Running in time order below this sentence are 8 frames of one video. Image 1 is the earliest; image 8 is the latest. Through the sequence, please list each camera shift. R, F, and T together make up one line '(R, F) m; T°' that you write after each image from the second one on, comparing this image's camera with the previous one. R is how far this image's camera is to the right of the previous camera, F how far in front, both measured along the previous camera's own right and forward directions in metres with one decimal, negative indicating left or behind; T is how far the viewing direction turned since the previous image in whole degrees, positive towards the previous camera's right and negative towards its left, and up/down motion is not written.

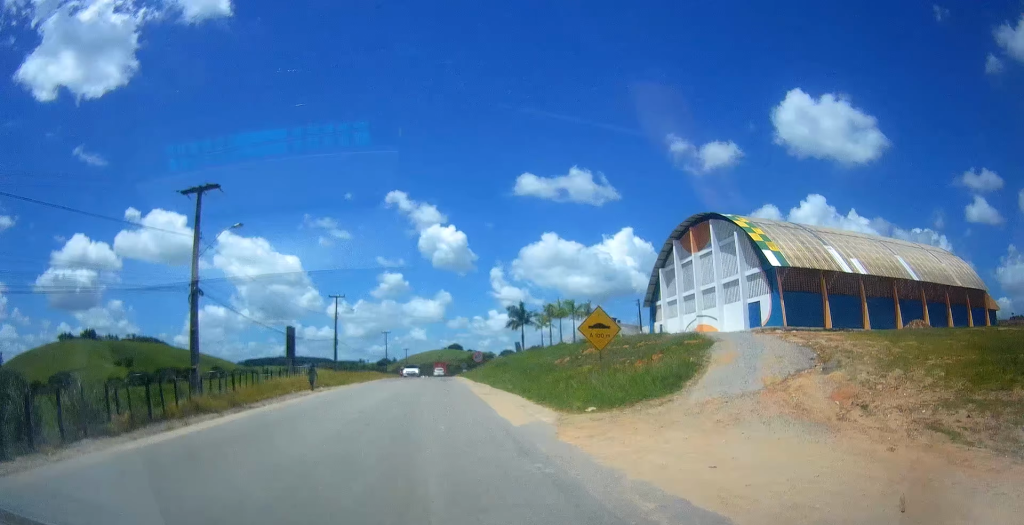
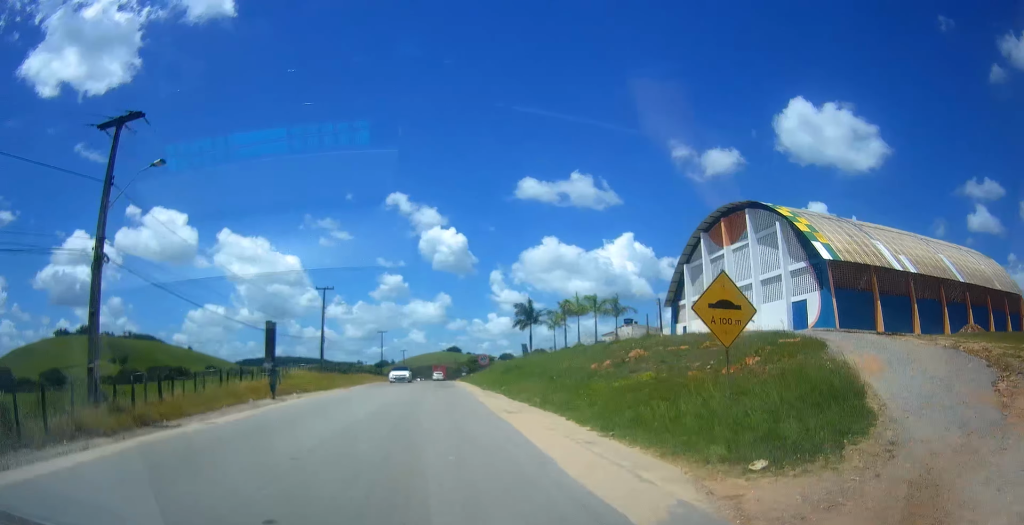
(-0.2, +7.3) m; -2°
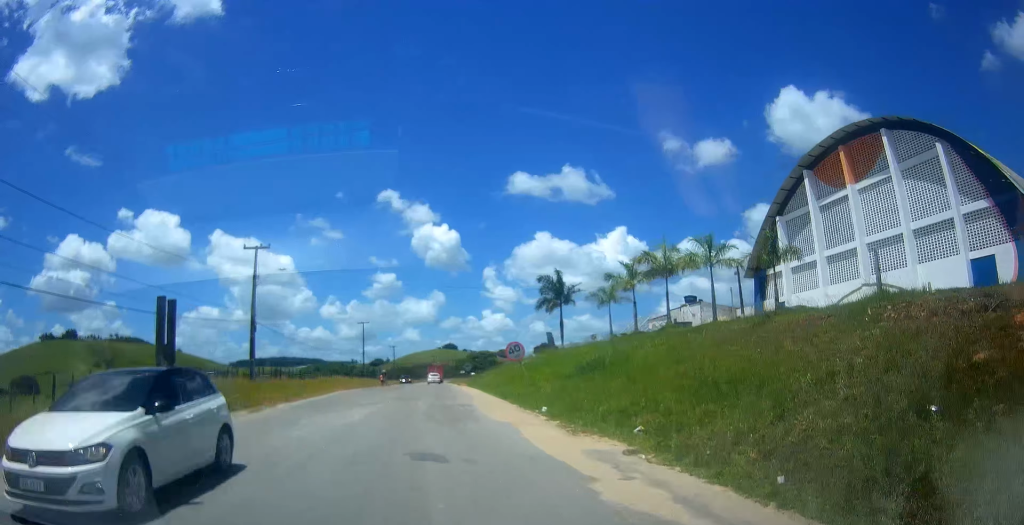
(-0.5, +20.2) m; -1°
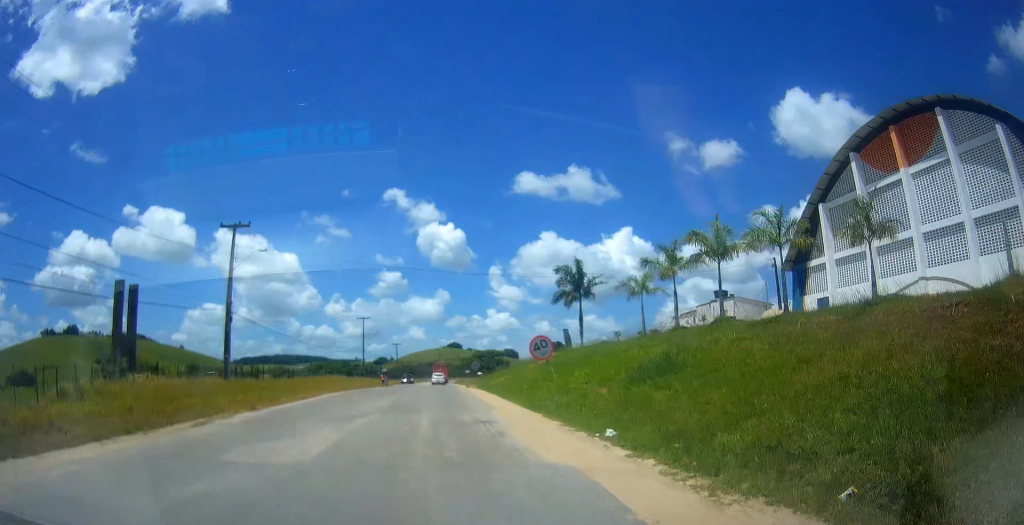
(-0.1, +5.5) m; 0°
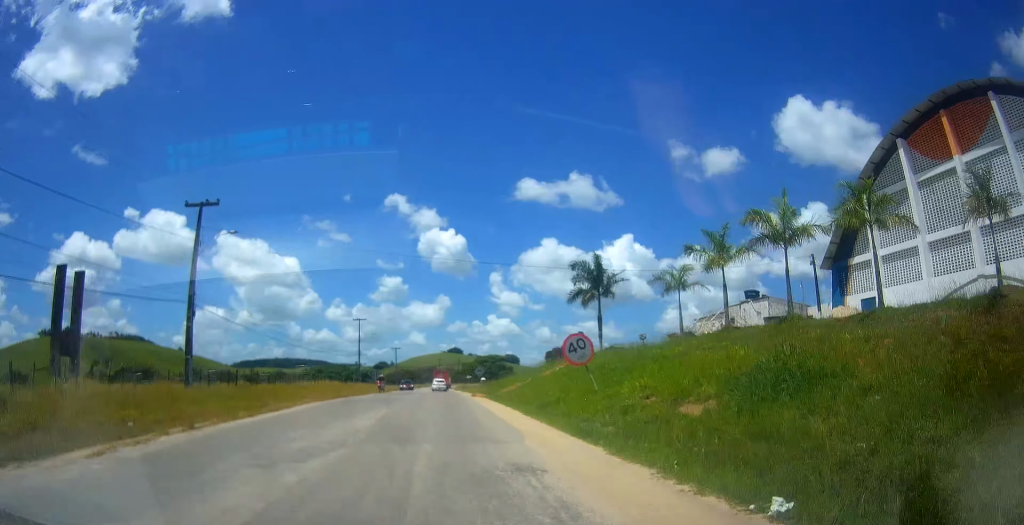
(+0.1, +5.8) m; +1°
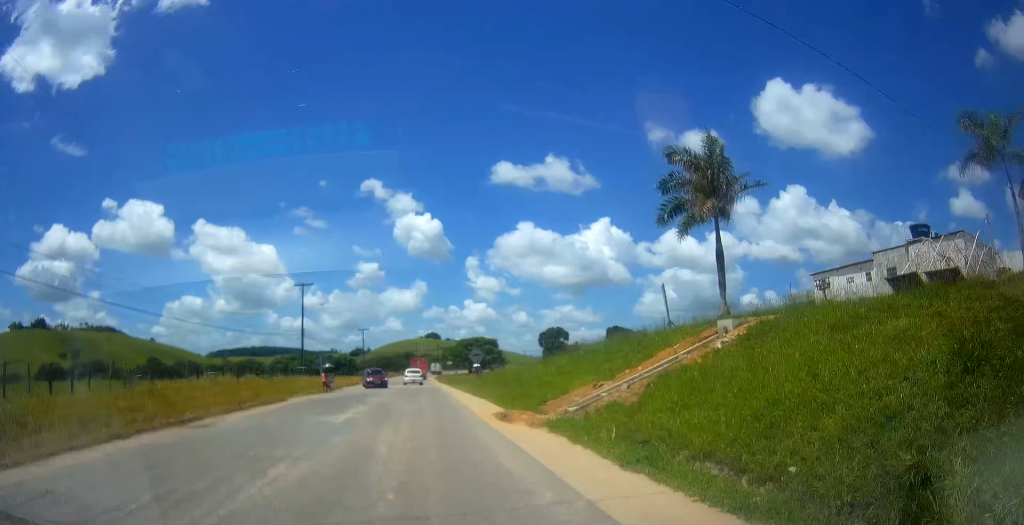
(0.0, +23.9) m; 0°
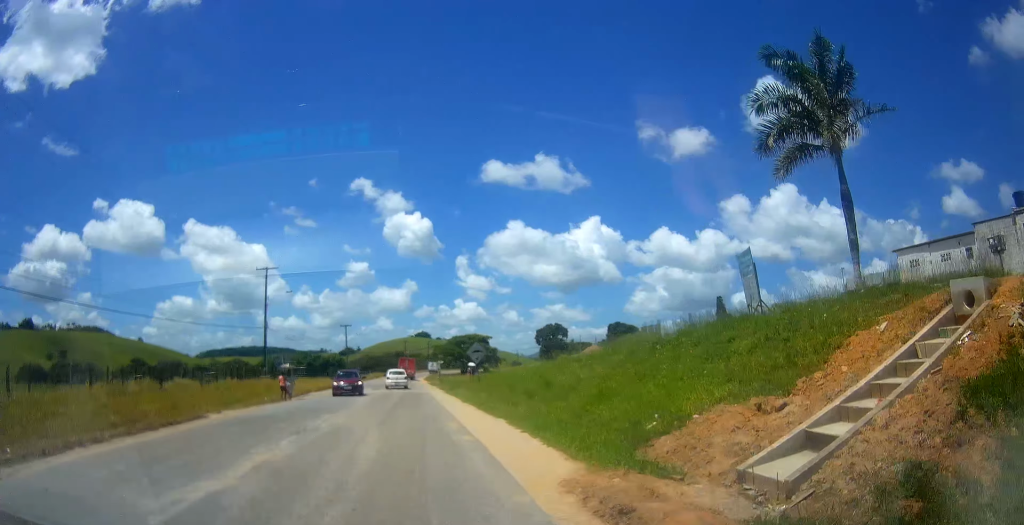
(+0.1, +10.3) m; 0°
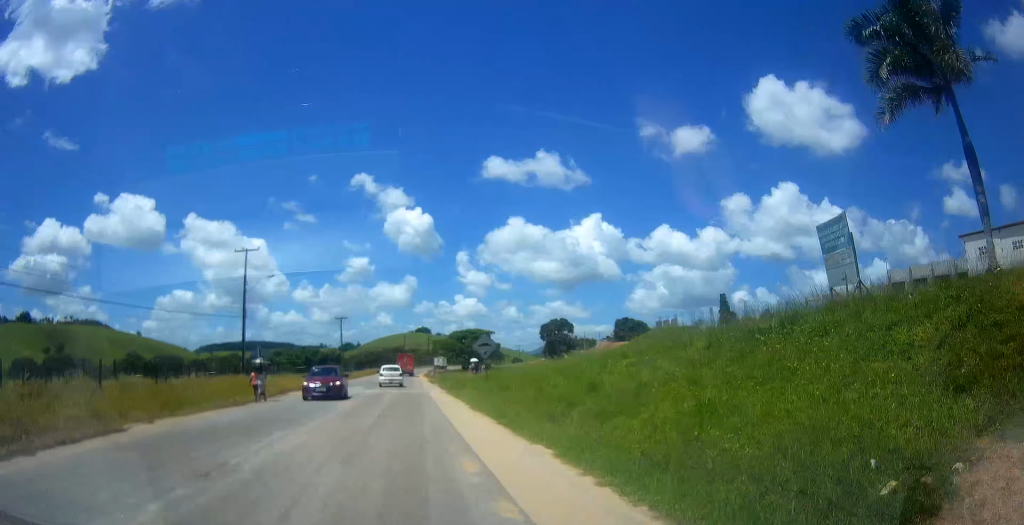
(0.0, +6.2) m; 0°
